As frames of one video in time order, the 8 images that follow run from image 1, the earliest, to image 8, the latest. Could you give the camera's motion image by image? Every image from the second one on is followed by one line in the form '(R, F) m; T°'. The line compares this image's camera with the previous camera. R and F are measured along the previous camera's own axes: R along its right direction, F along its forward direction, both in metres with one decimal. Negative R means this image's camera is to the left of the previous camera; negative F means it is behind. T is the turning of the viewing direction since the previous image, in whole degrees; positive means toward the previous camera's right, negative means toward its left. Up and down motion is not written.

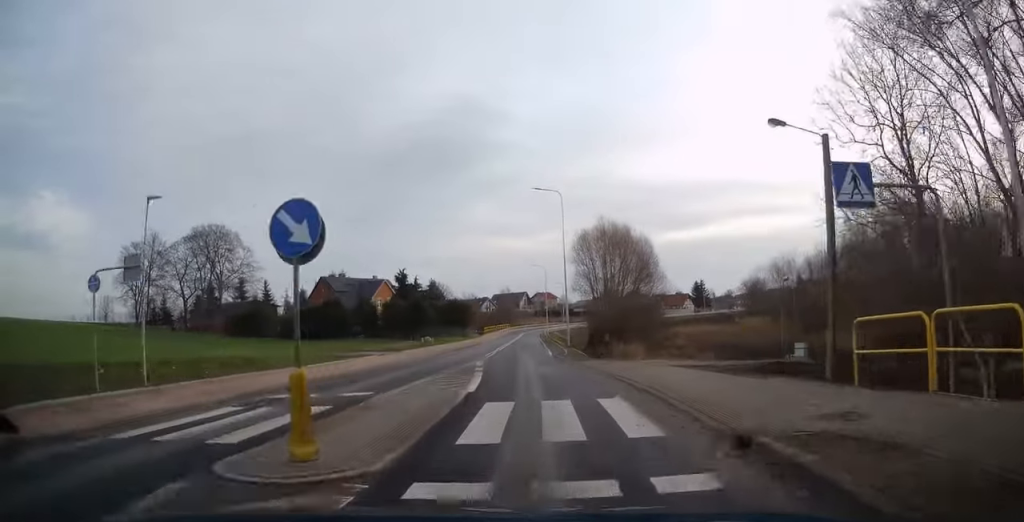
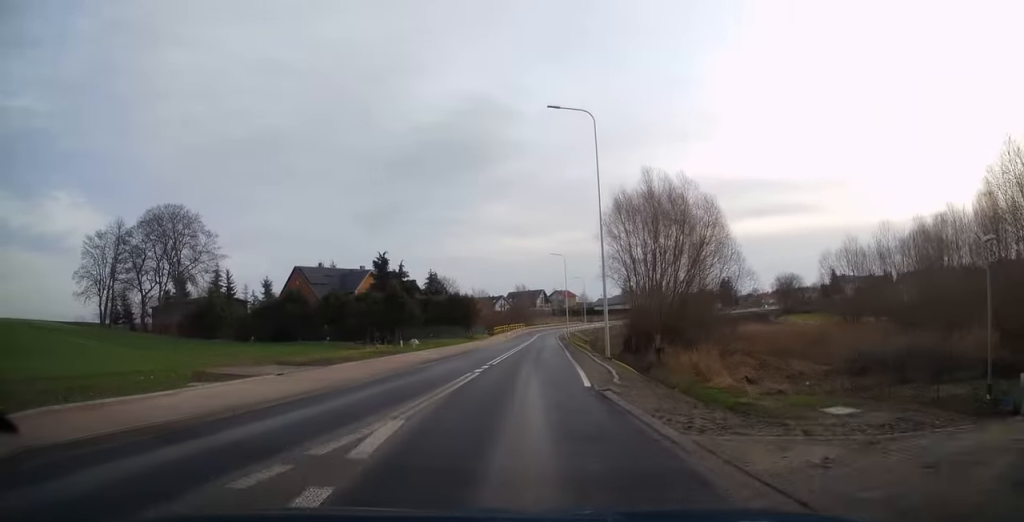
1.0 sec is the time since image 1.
(-0.2, +16.2) m; -1°
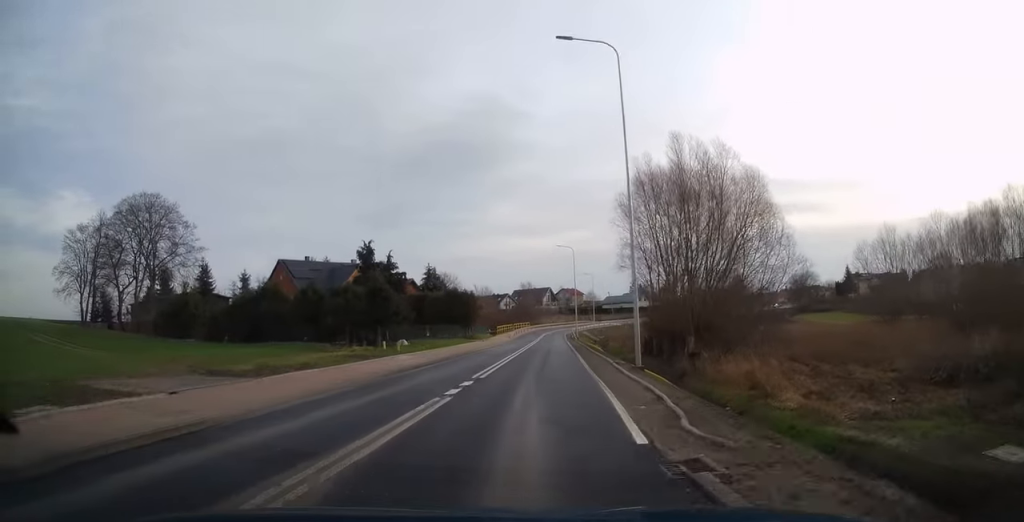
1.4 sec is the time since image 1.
(-0.1, +6.9) m; -1°
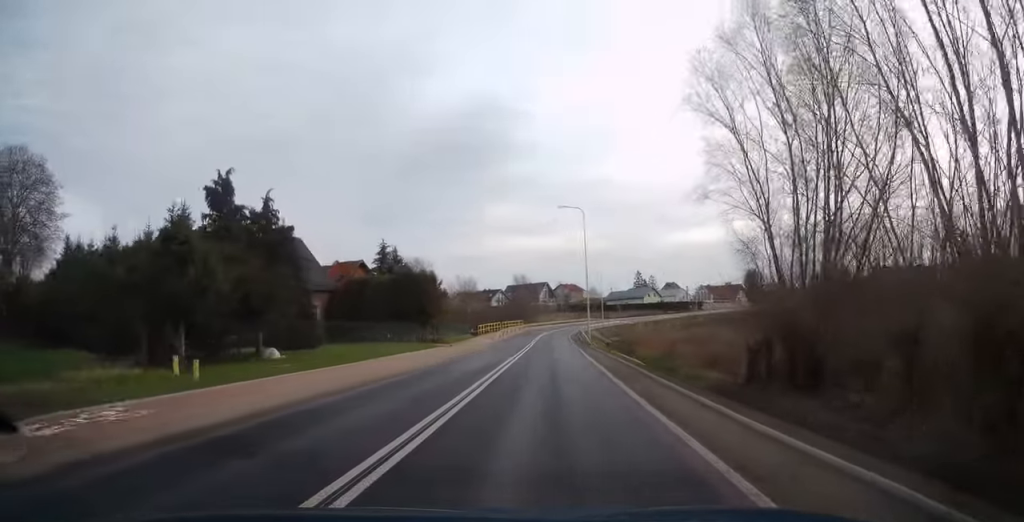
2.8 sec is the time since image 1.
(-0.1, +23.6) m; -1°
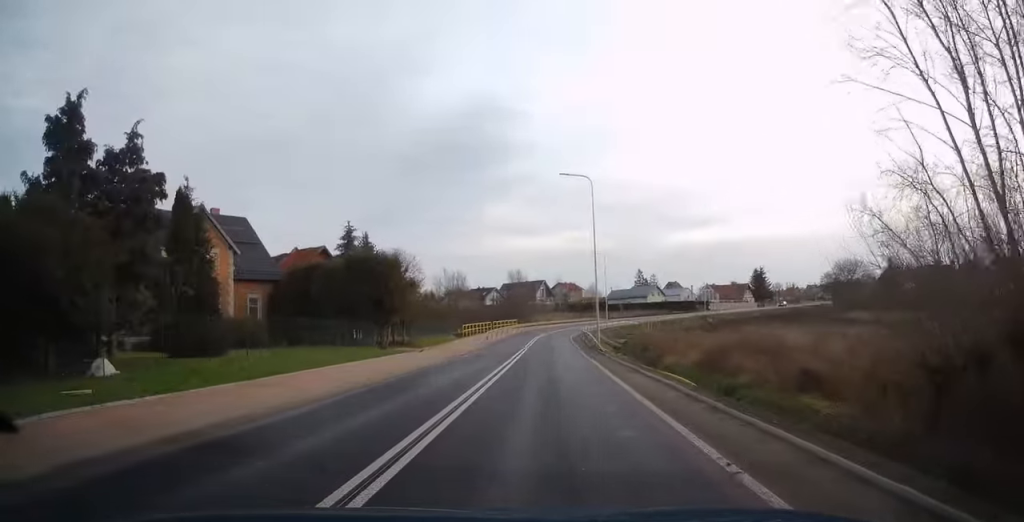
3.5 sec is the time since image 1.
(+0.1, +10.9) m; -1°
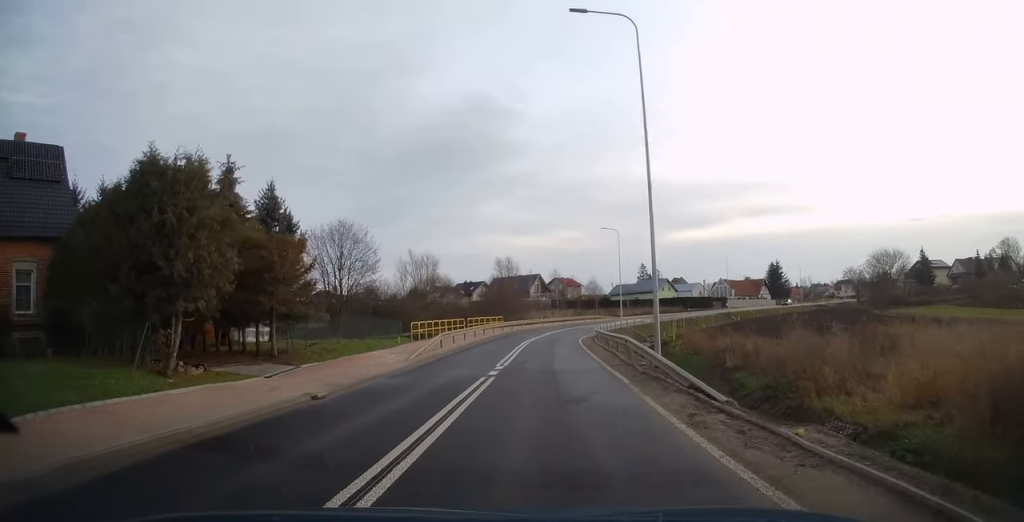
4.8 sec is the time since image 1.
(-0.3, +21.3) m; +1°
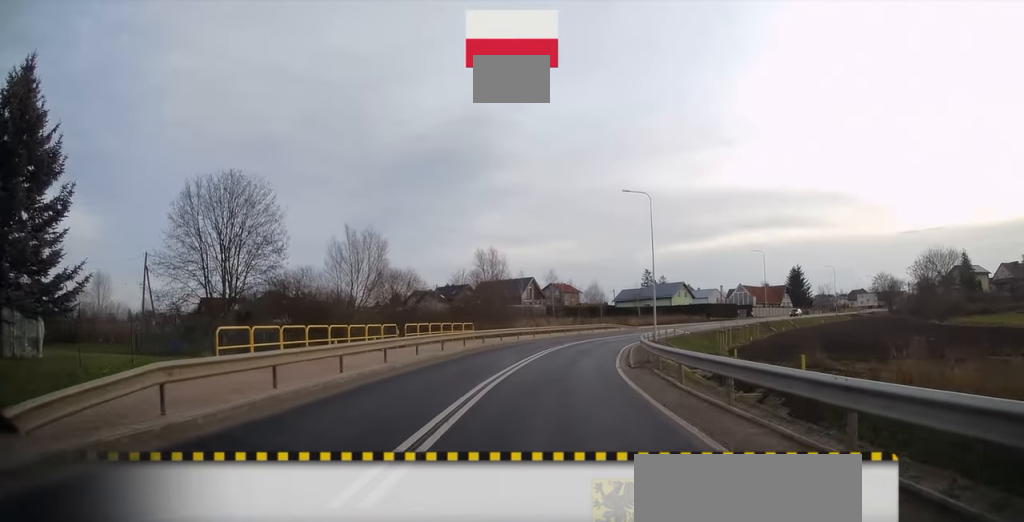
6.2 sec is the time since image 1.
(+0.4, +23.3) m; +2°
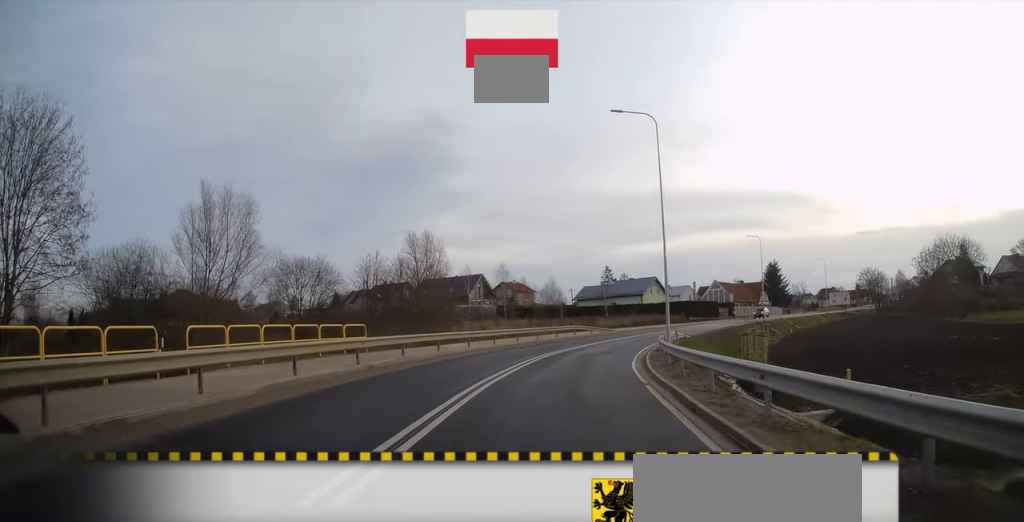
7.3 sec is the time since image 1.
(+0.4, +17.7) m; +2°
